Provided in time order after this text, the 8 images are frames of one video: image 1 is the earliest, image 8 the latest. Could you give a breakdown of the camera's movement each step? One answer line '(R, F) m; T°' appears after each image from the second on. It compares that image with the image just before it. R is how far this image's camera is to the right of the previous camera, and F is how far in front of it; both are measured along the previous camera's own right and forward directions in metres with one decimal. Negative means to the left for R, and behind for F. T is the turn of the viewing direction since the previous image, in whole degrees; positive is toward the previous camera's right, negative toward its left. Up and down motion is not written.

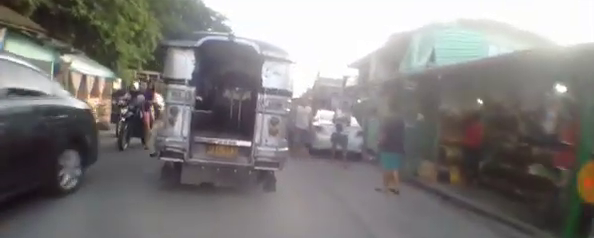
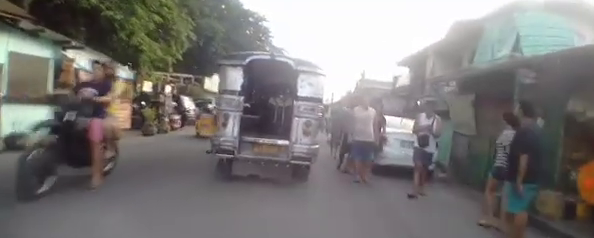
(-0.1, +3.4) m; 0°
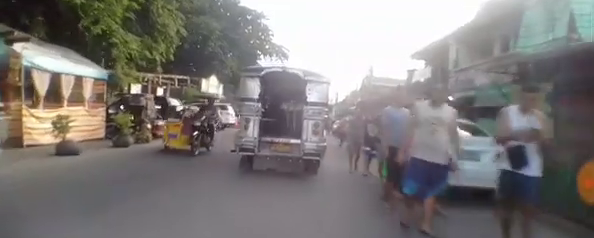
(-0.2, +2.9) m; +2°
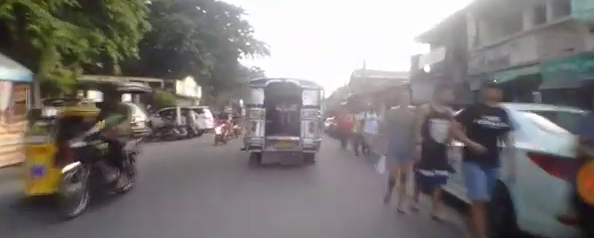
(+0.3, +3.9) m; +2°
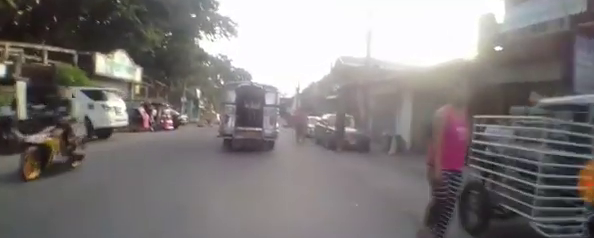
(-0.1, +9.3) m; -1°
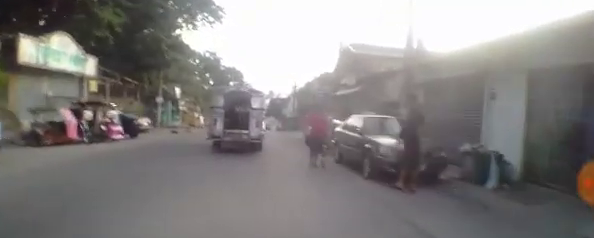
(0.0, +6.8) m; -2°
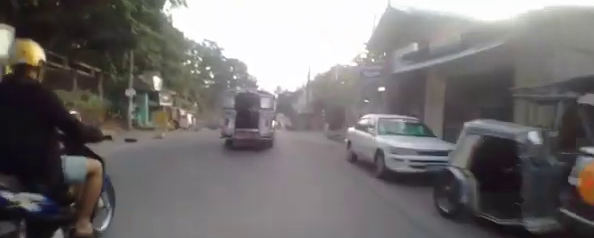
(-0.2, +8.5) m; +2°
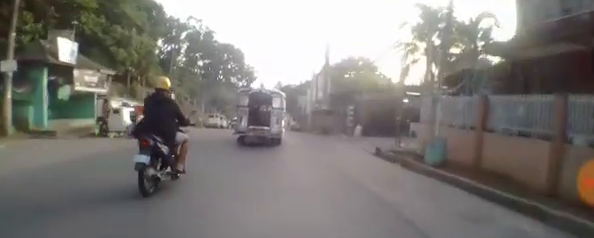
(+0.9, +11.8) m; +6°
